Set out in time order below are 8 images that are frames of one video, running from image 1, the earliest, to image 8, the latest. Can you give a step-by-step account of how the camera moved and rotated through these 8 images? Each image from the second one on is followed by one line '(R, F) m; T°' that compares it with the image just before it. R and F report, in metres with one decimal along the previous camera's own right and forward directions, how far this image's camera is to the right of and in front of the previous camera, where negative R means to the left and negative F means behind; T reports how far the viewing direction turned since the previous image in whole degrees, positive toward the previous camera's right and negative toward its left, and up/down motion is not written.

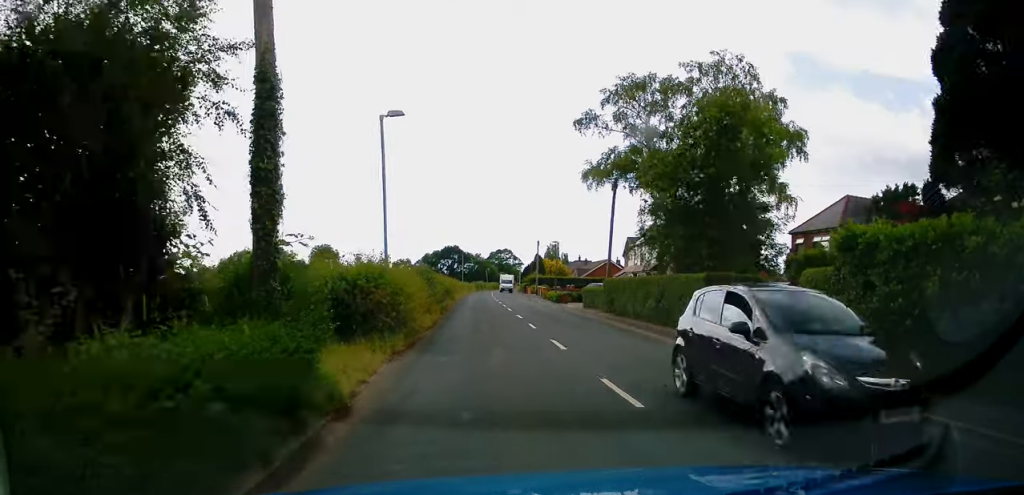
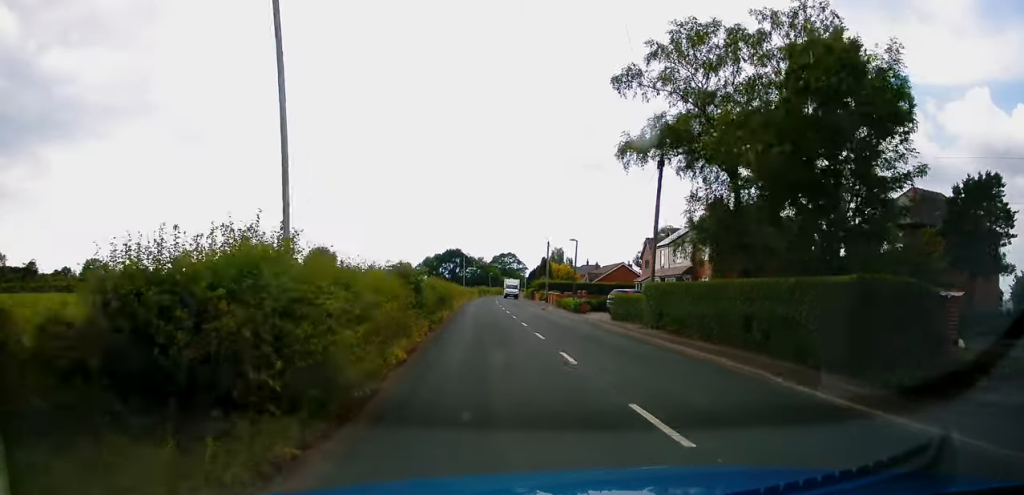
(0.0, +7.3) m; -1°
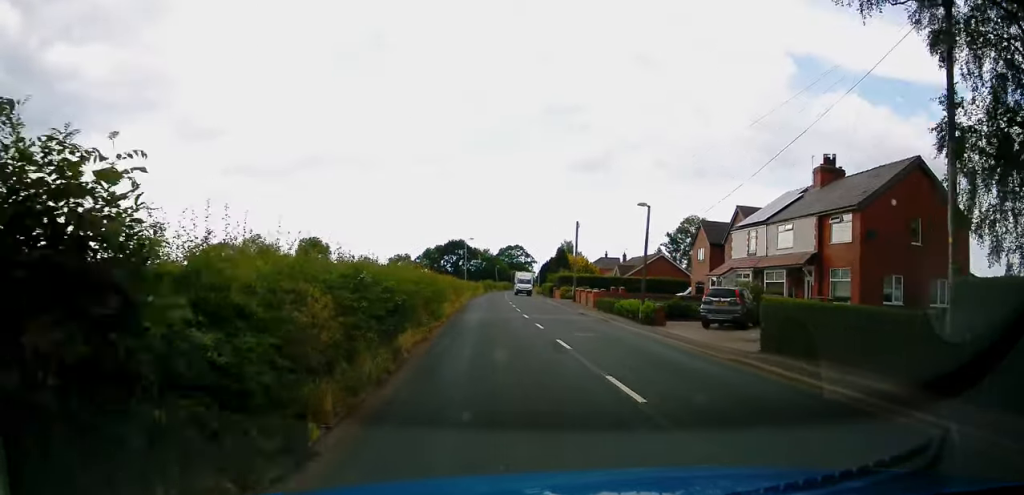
(-0.2, +15.9) m; +1°
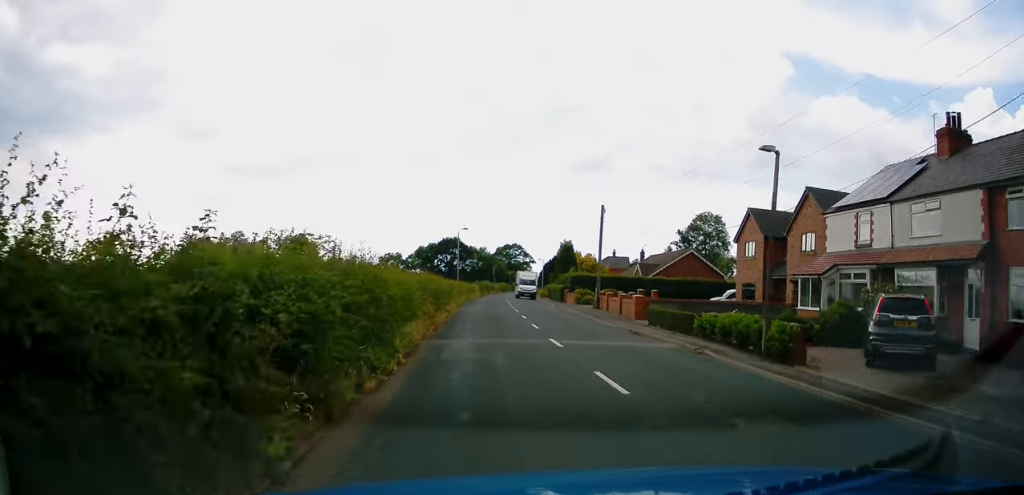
(+0.3, +10.9) m; +1°
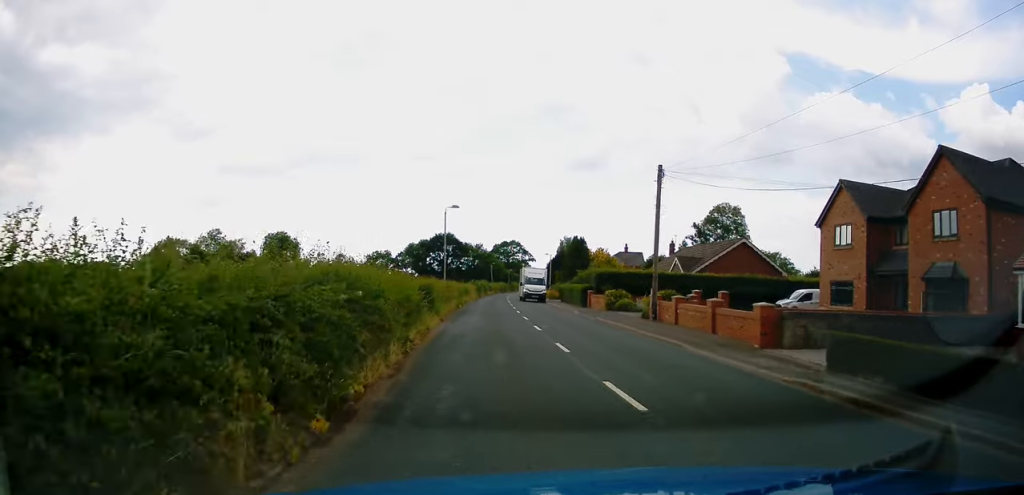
(0.0, +12.9) m; 0°
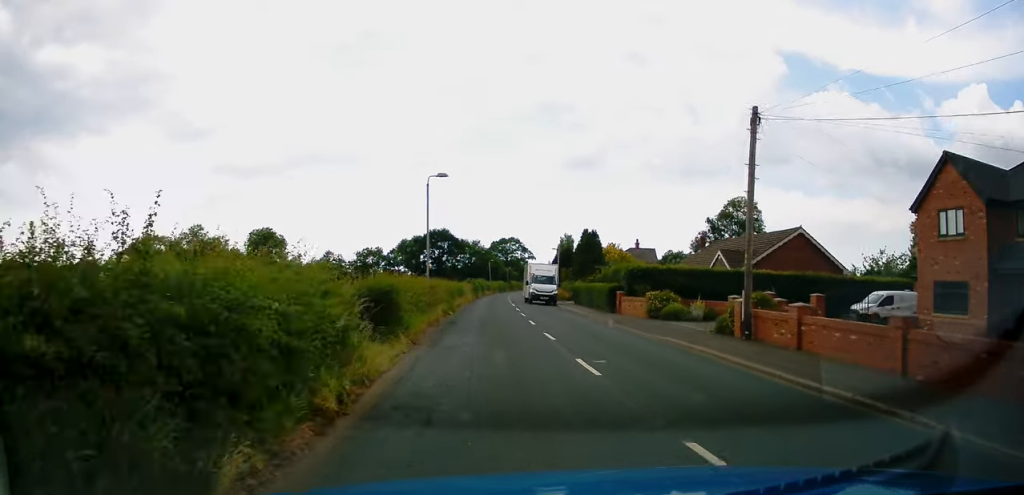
(0.0, +9.3) m; 0°
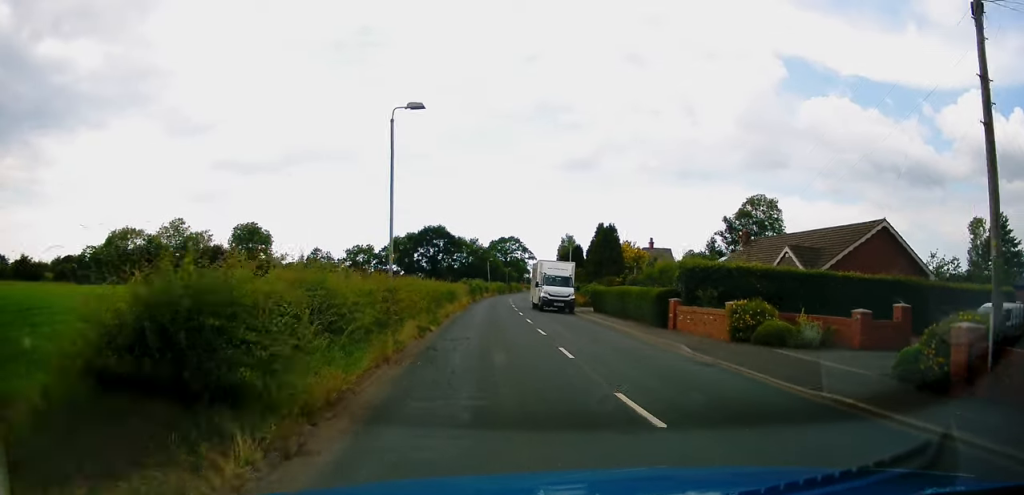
(0.0, +9.1) m; 0°
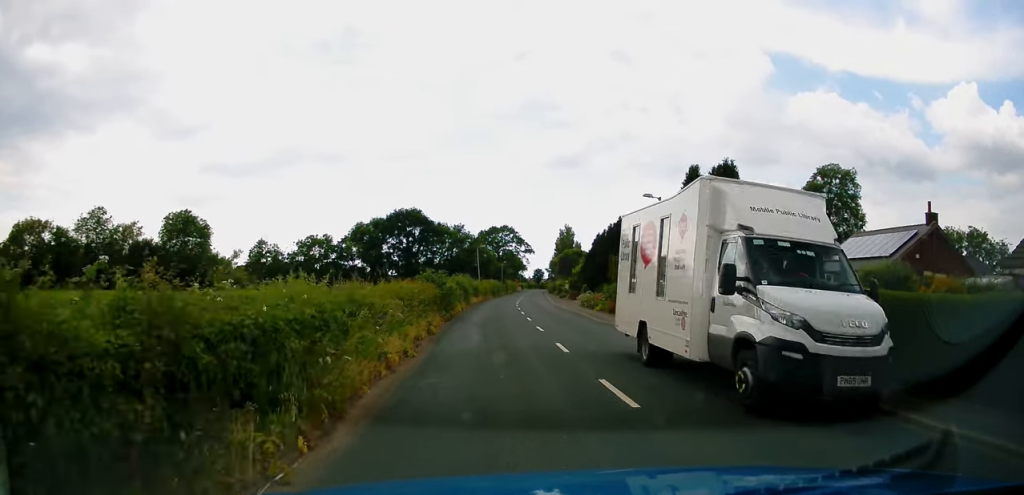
(0.0, +28.4) m; 0°
